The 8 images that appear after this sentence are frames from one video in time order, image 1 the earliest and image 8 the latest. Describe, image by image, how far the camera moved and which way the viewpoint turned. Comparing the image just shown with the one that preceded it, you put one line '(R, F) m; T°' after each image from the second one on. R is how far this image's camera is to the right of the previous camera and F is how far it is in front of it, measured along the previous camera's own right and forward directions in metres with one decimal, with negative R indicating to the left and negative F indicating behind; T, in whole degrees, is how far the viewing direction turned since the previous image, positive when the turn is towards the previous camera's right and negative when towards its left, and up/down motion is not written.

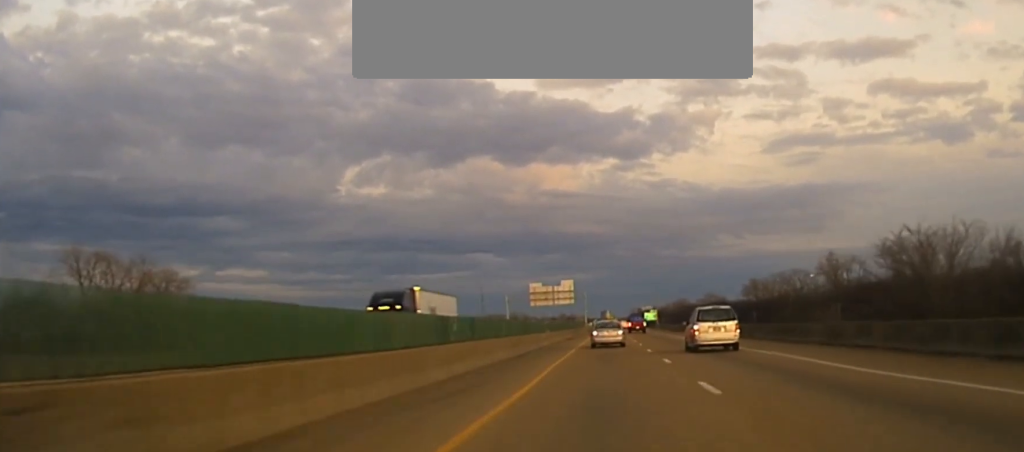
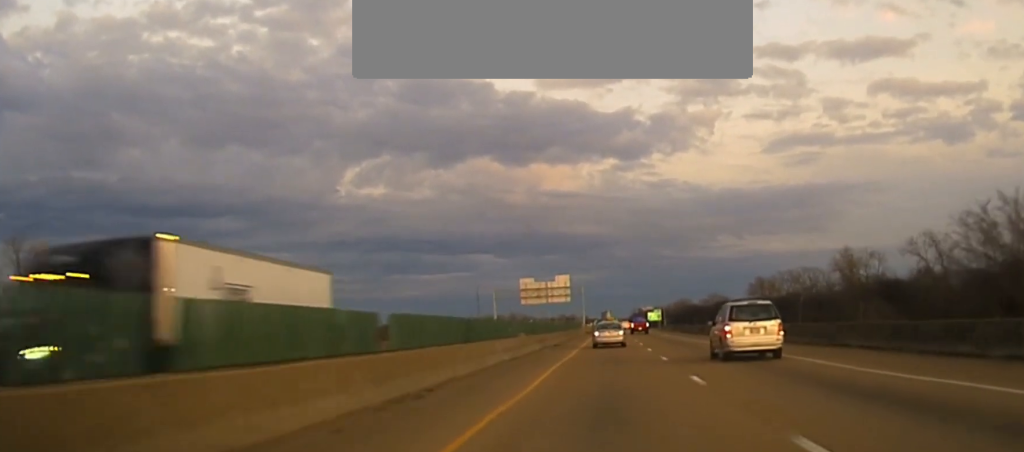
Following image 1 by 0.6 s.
(0.0, +22.6) m; 0°
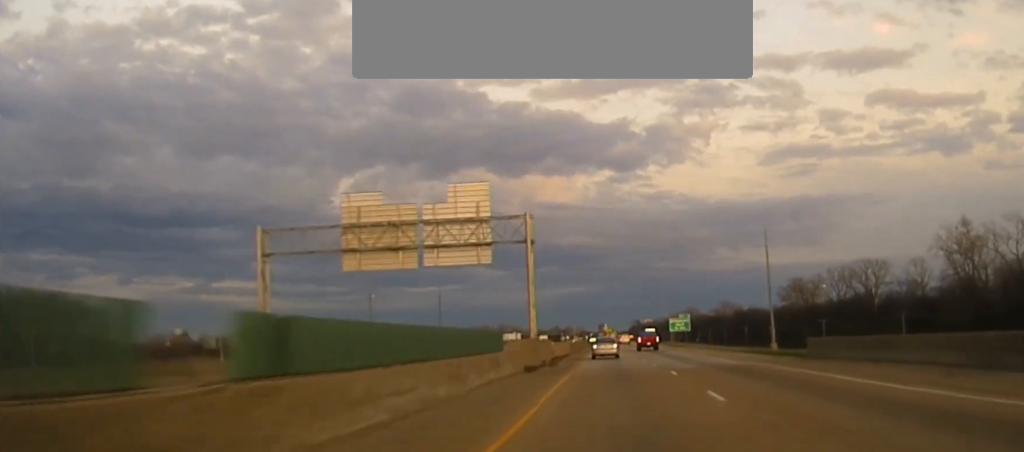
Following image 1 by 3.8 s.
(+0.7, +115.2) m; +1°
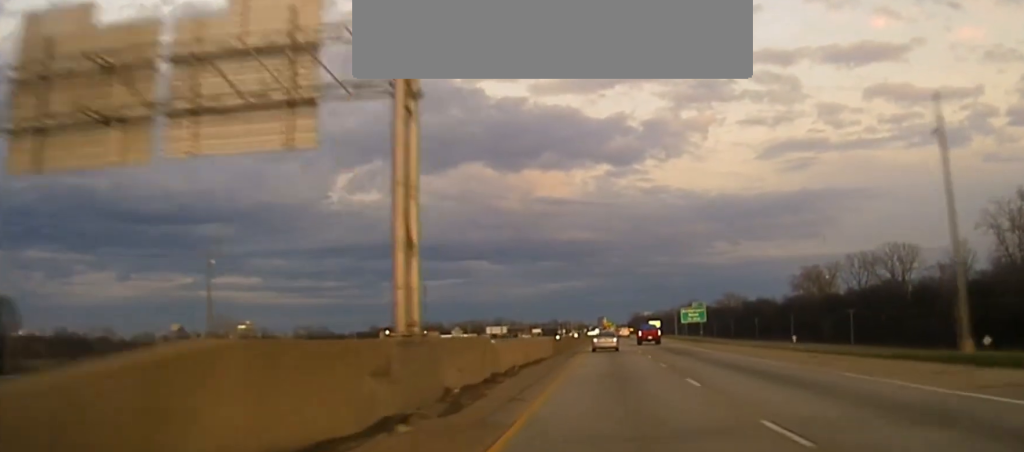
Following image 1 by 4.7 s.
(+0.1, +31.1) m; 0°
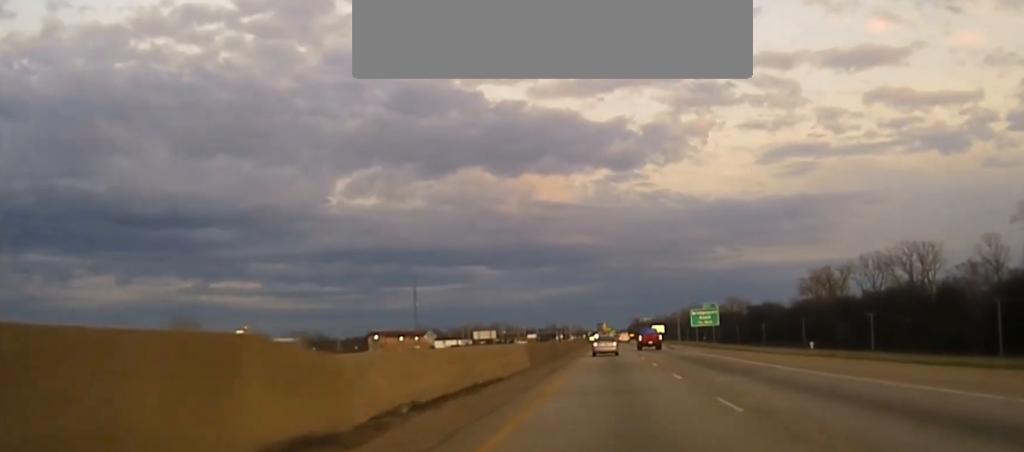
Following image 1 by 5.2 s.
(+0.1, +16.8) m; 0°
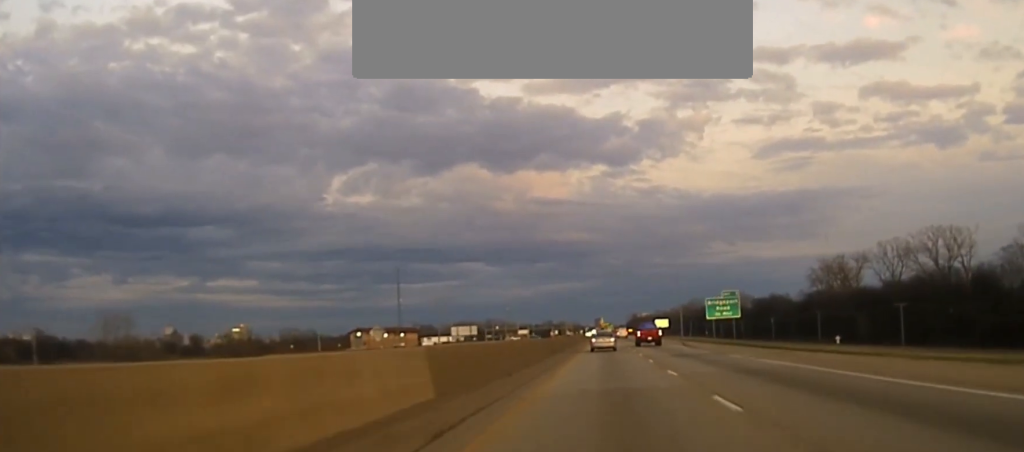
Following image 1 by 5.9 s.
(-0.2, +24.0) m; 0°
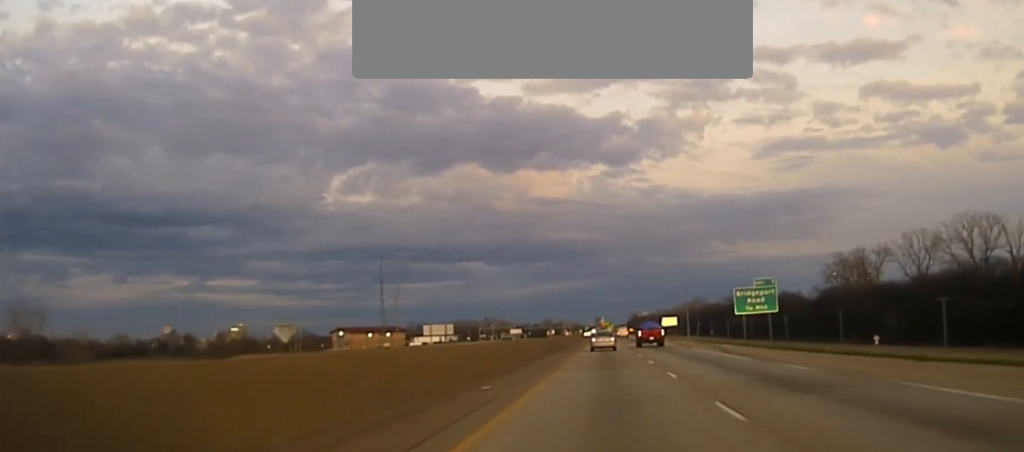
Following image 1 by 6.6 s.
(0.0, +26.0) m; 0°
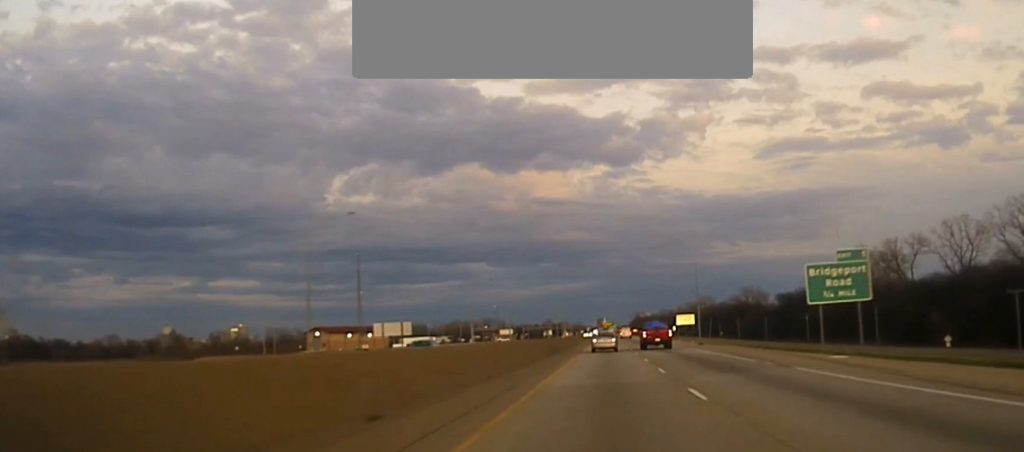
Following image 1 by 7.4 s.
(+0.2, +29.6) m; 0°
